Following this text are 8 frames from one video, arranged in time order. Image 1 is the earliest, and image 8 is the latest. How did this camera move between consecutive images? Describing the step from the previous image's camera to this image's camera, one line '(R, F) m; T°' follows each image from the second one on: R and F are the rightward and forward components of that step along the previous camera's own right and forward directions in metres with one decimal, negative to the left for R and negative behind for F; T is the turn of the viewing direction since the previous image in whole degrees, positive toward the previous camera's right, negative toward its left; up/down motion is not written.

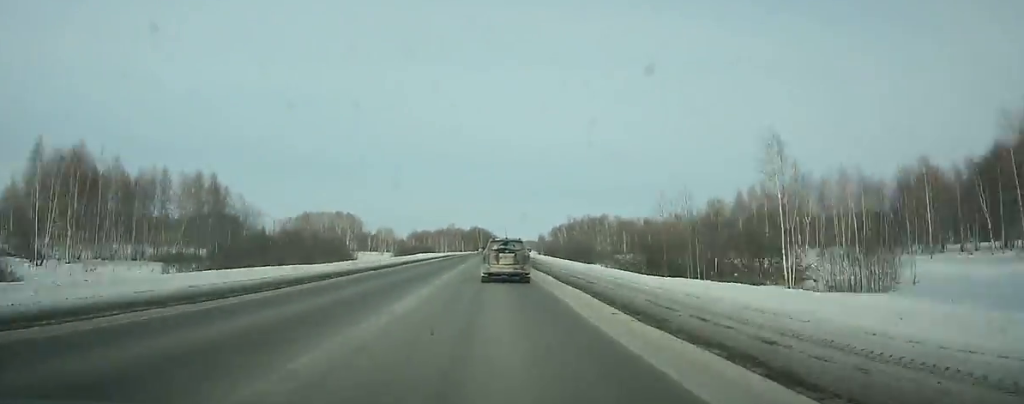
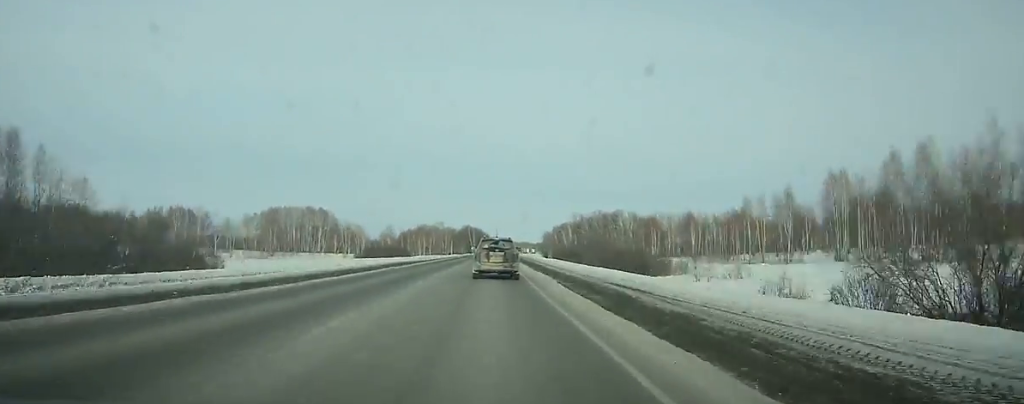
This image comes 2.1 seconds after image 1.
(+0.2, +52.0) m; 0°
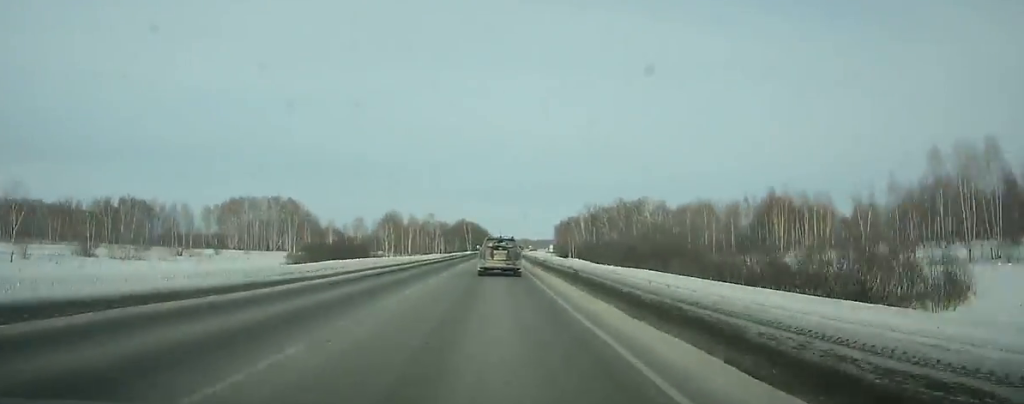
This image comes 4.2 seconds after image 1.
(+0.2, +51.6) m; 0°
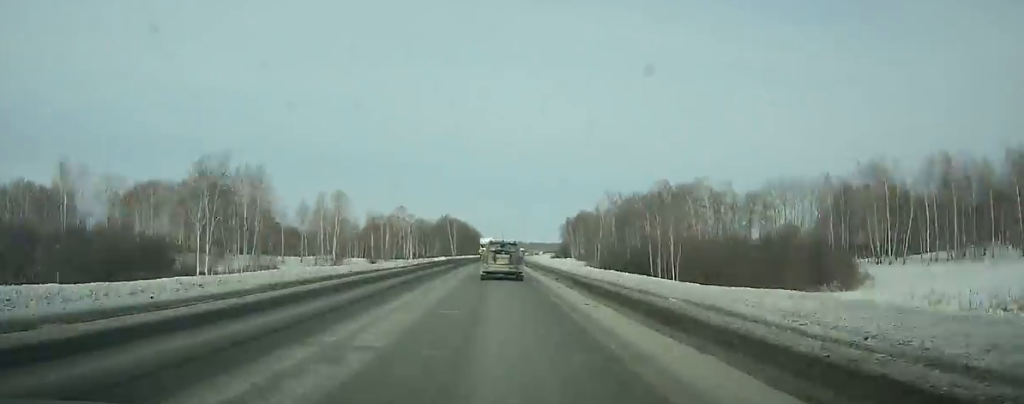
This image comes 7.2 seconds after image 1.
(+0.3, +73.6) m; +1°
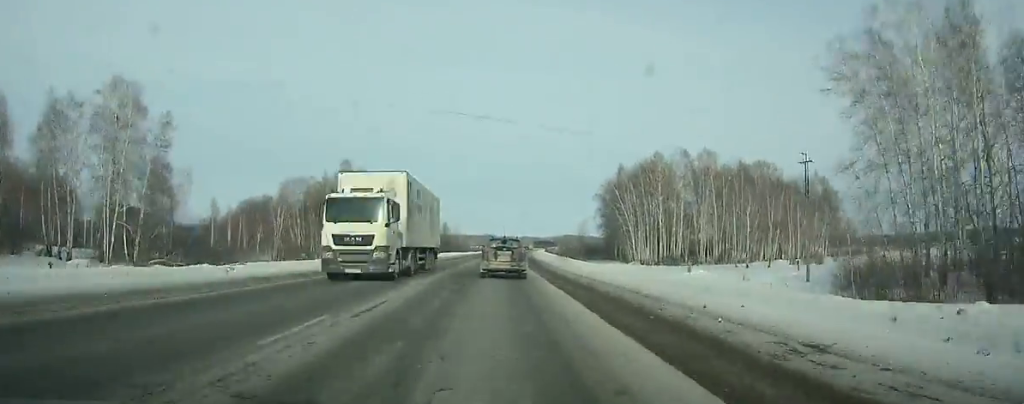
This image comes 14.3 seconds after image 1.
(+4.0, +172.5) m; +3°
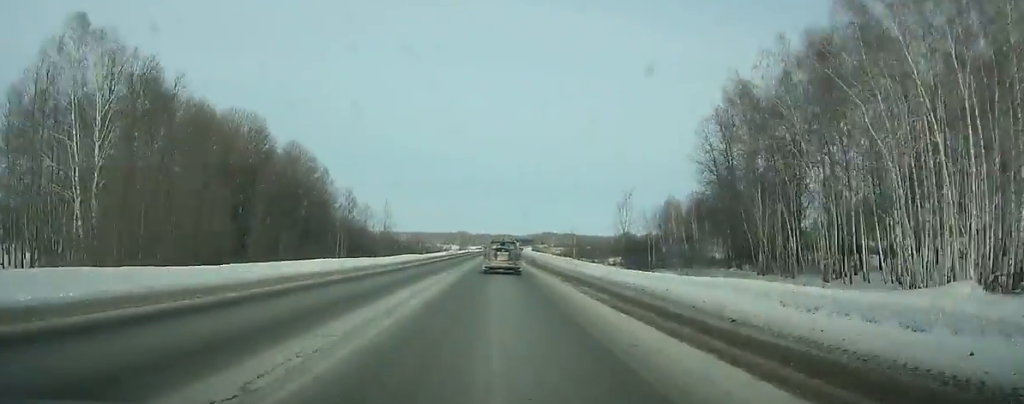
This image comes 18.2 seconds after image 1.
(+1.8, +94.1) m; +2°
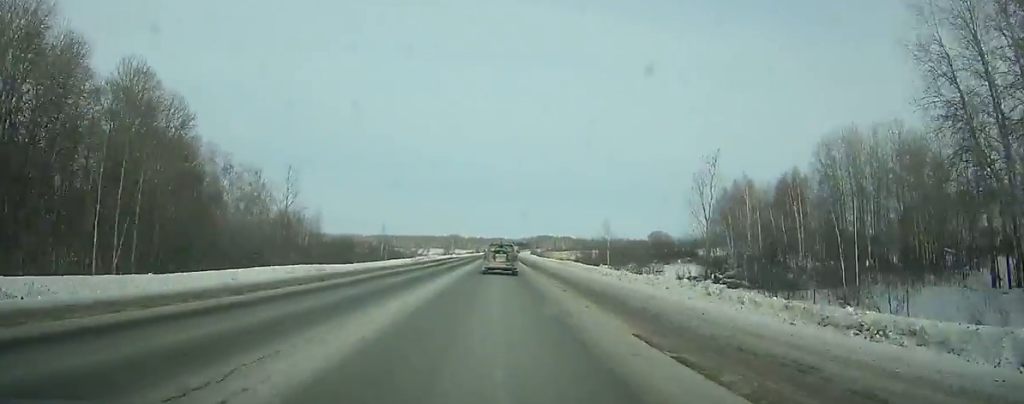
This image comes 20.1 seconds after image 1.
(+0.4, +46.1) m; +1°
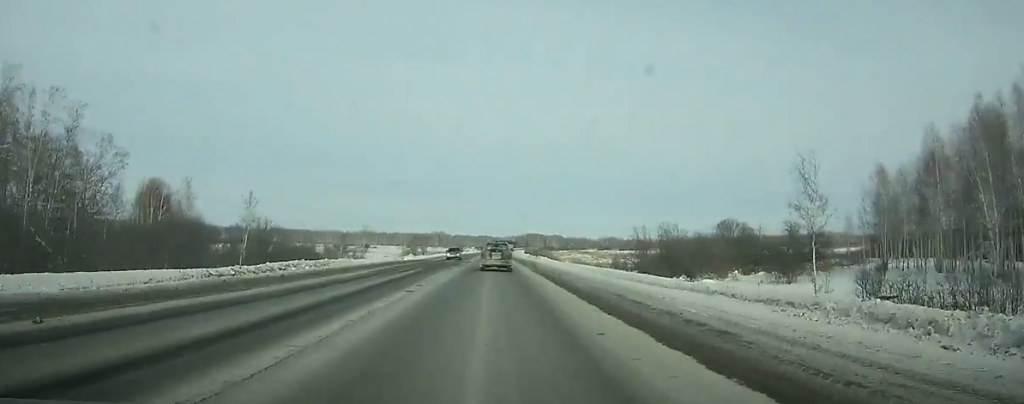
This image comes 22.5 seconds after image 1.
(+0.3, +58.6) m; +1°
